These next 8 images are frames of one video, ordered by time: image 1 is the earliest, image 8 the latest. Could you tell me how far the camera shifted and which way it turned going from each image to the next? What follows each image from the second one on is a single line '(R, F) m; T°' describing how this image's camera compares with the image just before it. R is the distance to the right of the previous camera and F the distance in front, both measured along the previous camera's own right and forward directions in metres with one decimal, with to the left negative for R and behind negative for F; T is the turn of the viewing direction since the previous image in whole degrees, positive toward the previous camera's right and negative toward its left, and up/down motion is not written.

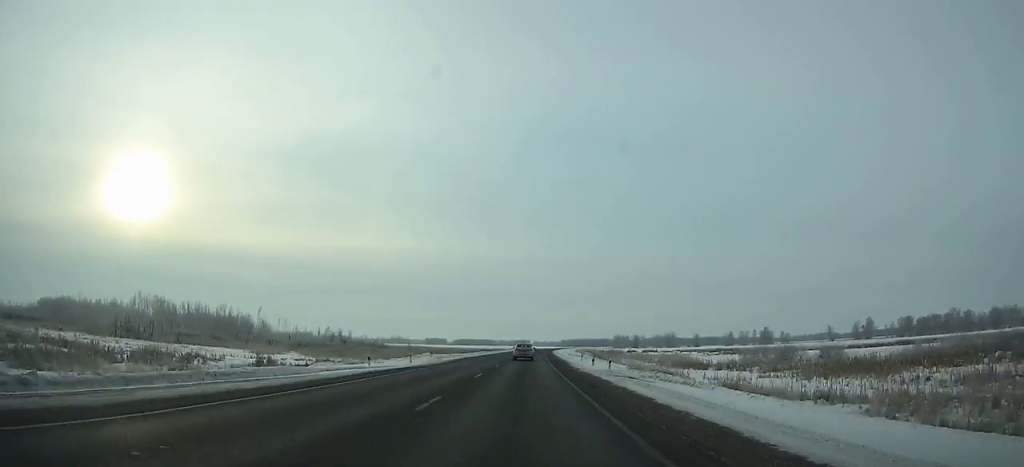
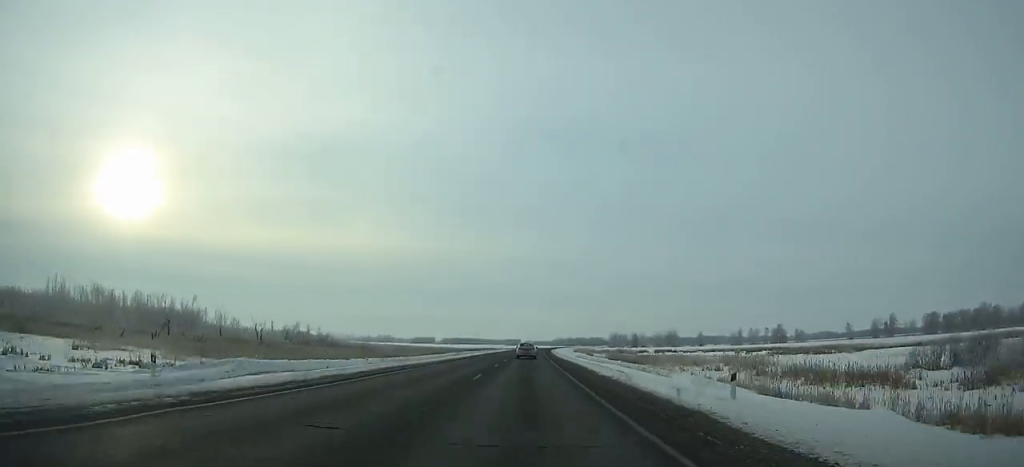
(+0.2, +39.3) m; +1°
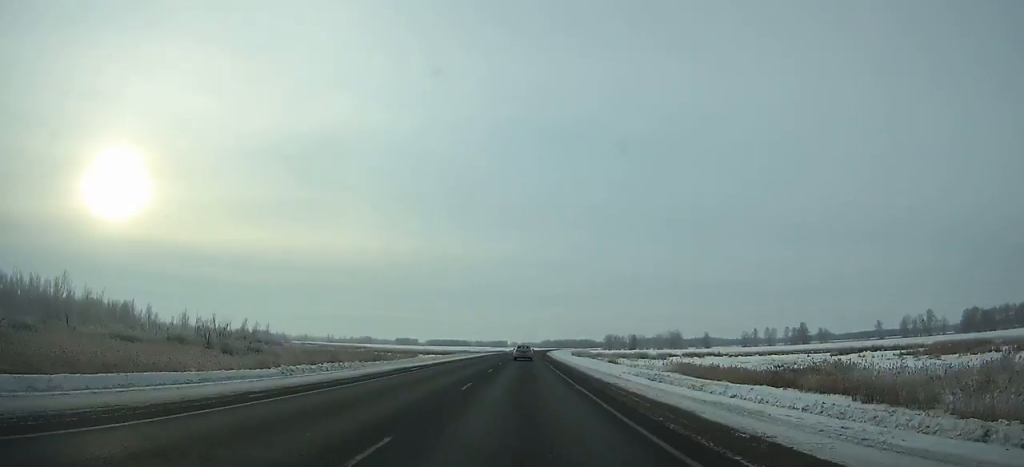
(+0.2, +51.7) m; +1°
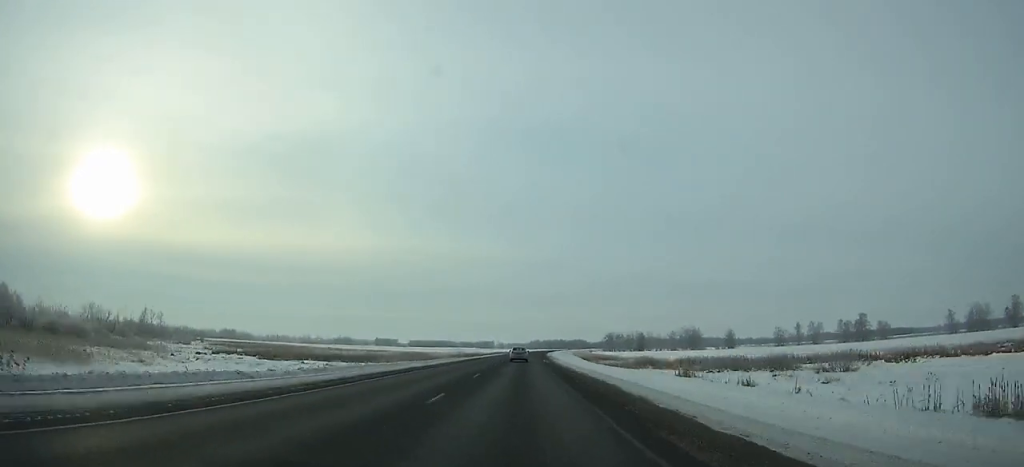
(+1.3, +77.2) m; +2°
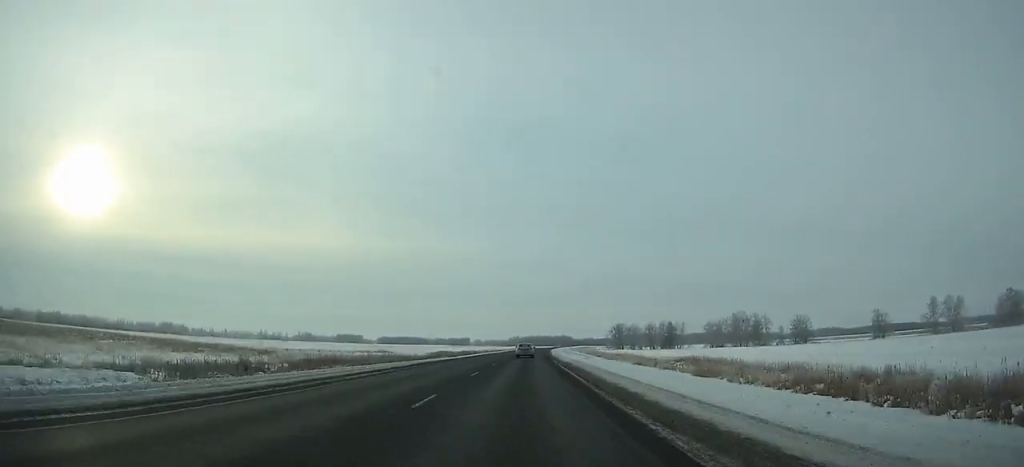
(+2.4, +123.6) m; +2°
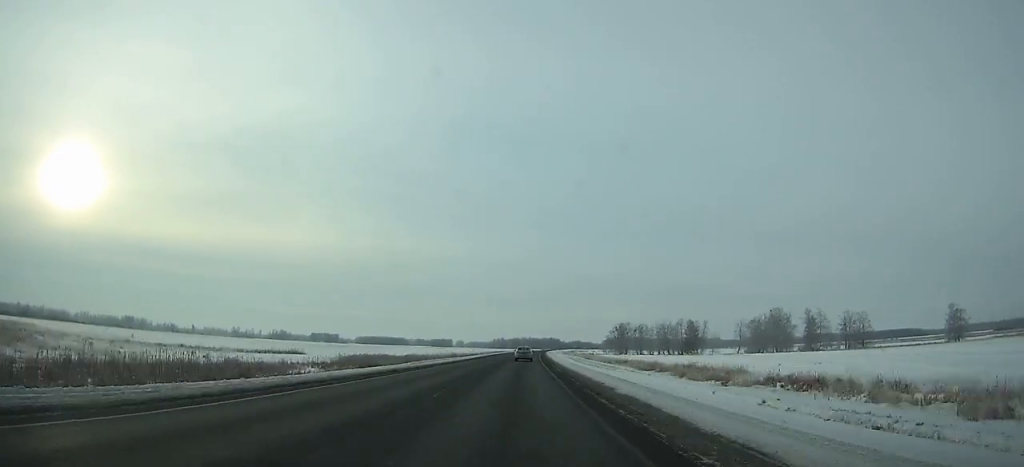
(+0.6, +55.5) m; +1°
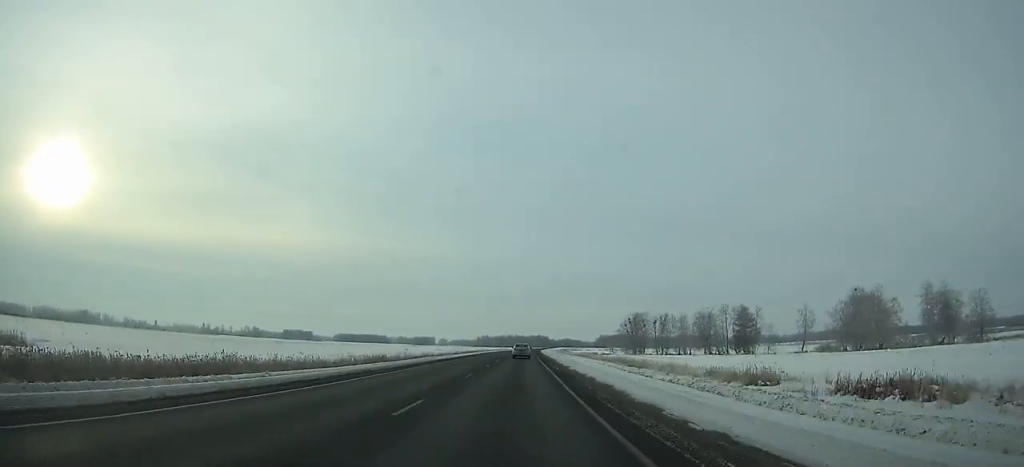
(+0.8, +64.1) m; +1°
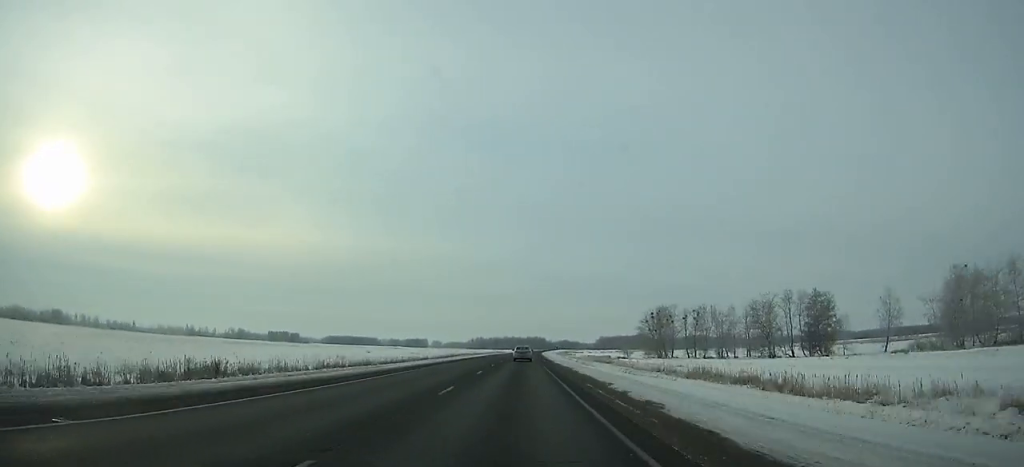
(+0.4, +43.2) m; +1°
